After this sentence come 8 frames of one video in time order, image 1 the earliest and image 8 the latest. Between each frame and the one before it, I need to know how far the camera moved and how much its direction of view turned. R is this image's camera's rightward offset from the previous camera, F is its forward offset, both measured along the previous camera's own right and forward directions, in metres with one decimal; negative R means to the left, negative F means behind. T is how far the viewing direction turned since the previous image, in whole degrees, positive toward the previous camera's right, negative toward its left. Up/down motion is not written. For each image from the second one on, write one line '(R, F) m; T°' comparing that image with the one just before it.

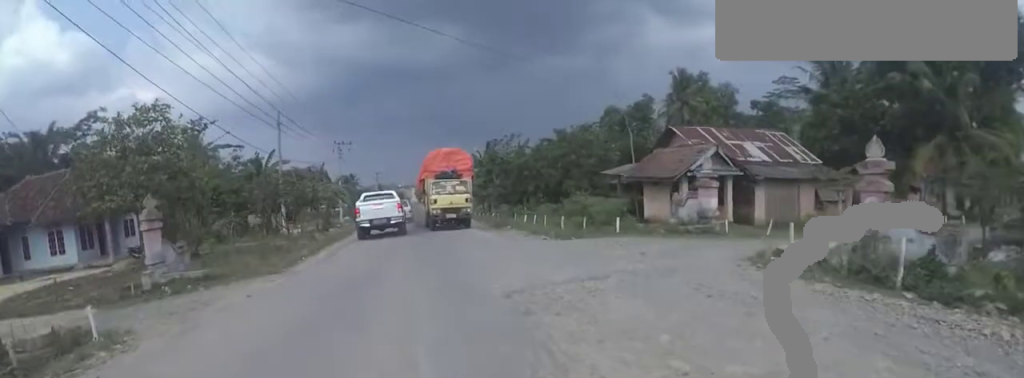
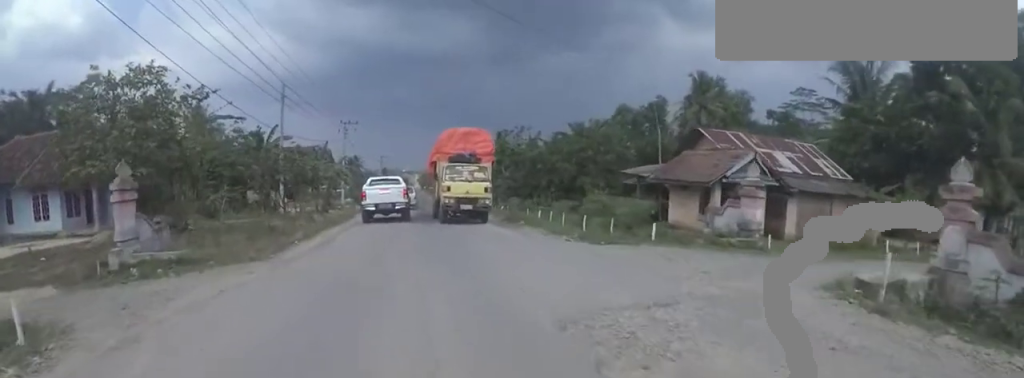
(0.0, +1.8) m; 0°
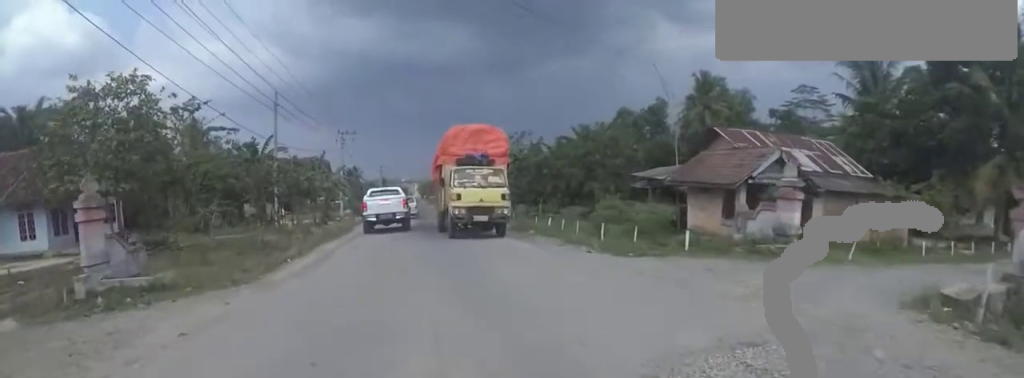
(0.0, +1.4) m; 0°
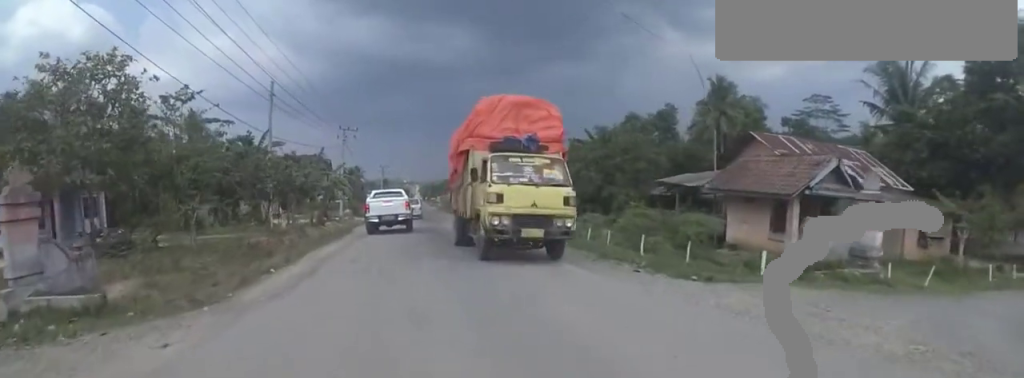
(0.0, +2.3) m; 0°
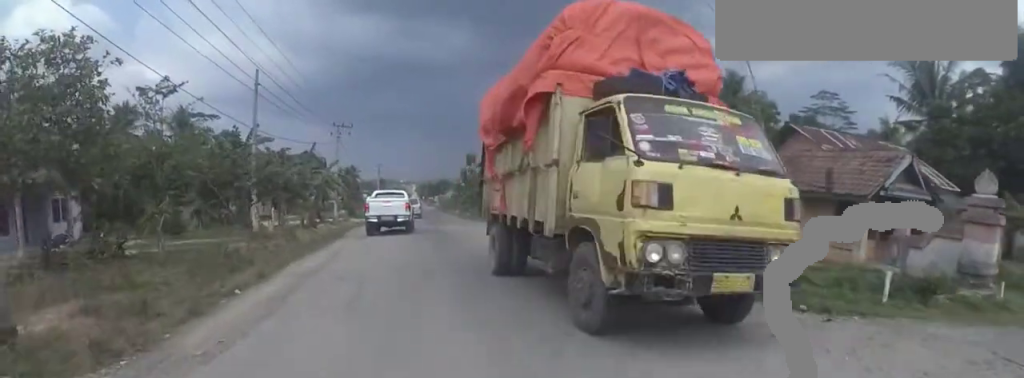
(0.0, +2.6) m; 0°
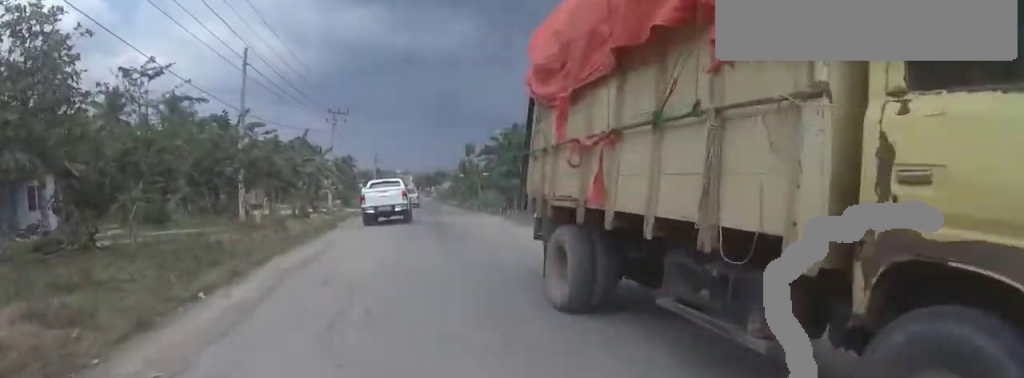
(0.0, +1.7) m; 0°
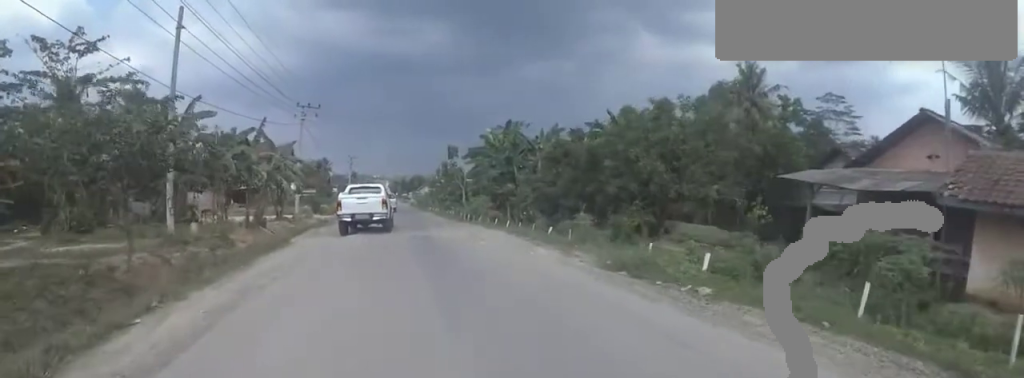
(0.0, +5.8) m; 0°
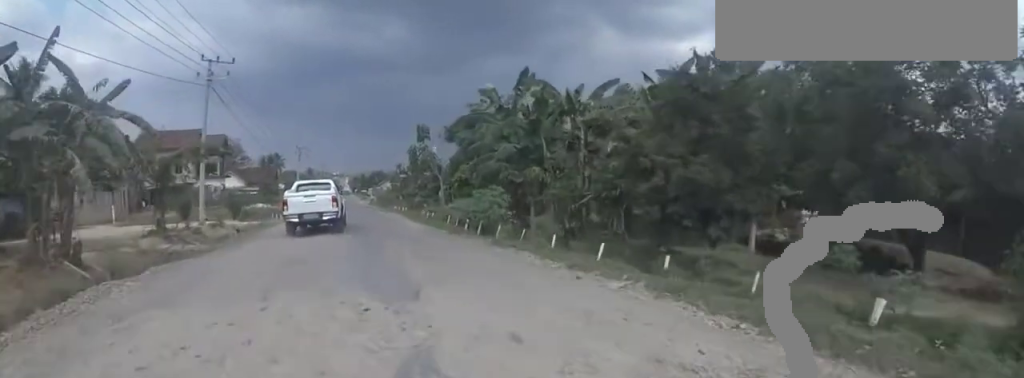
(0.0, +12.3) m; 0°
